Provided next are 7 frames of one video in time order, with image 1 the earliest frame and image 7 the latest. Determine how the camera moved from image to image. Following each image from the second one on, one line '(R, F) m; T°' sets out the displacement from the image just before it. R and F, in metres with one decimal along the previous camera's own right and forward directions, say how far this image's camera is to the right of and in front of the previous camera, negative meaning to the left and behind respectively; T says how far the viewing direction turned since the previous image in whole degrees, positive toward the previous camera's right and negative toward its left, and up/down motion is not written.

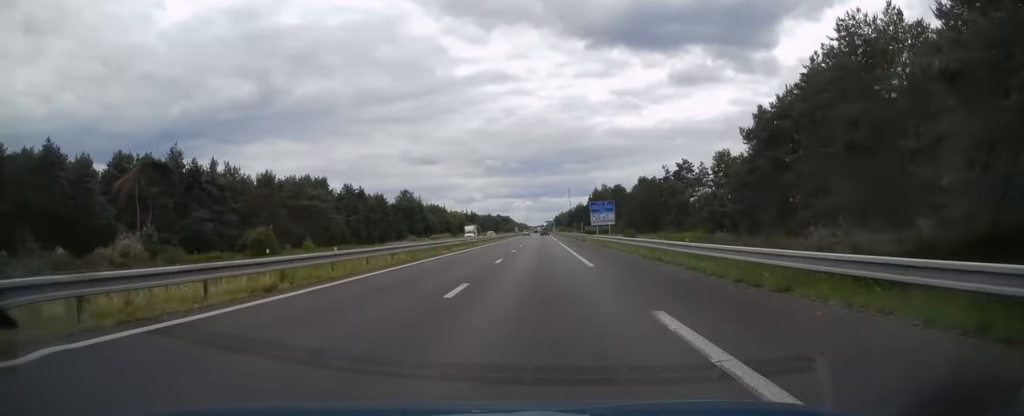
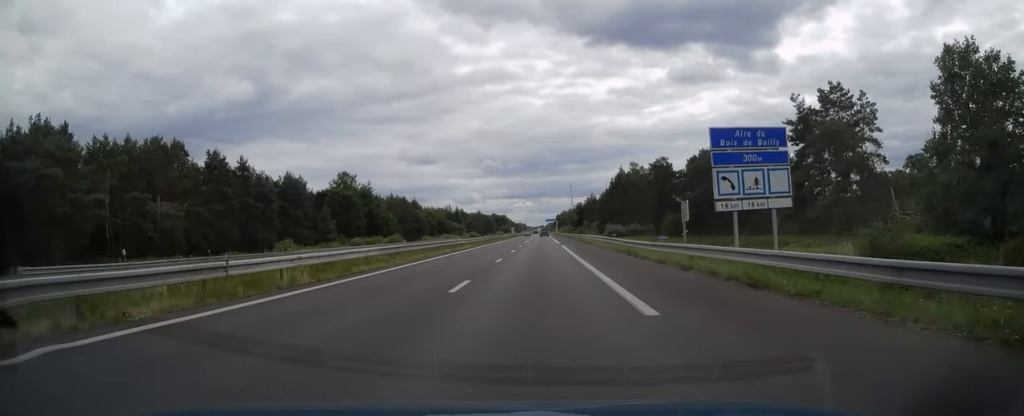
(-0.1, +63.9) m; 0°
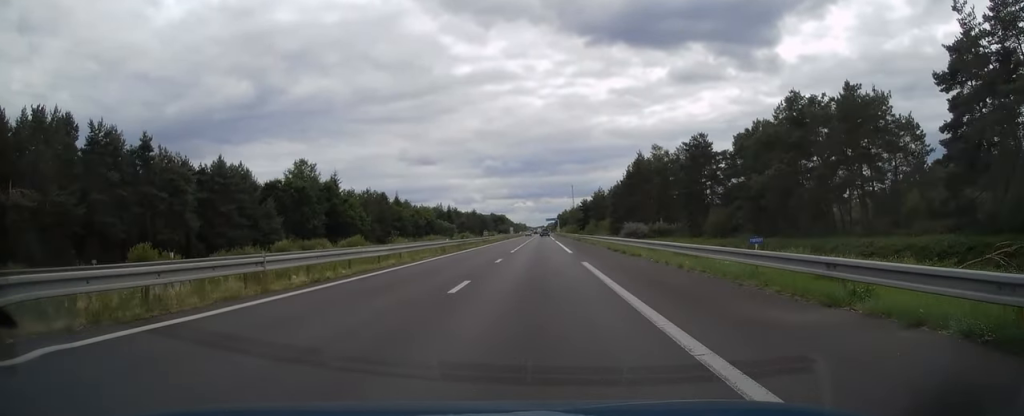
(+0.2, +26.0) m; 0°
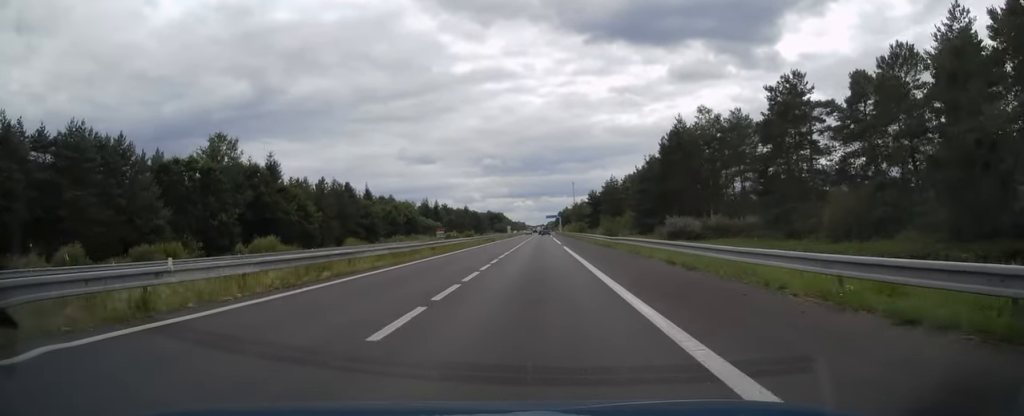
(0.0, +31.9) m; 0°
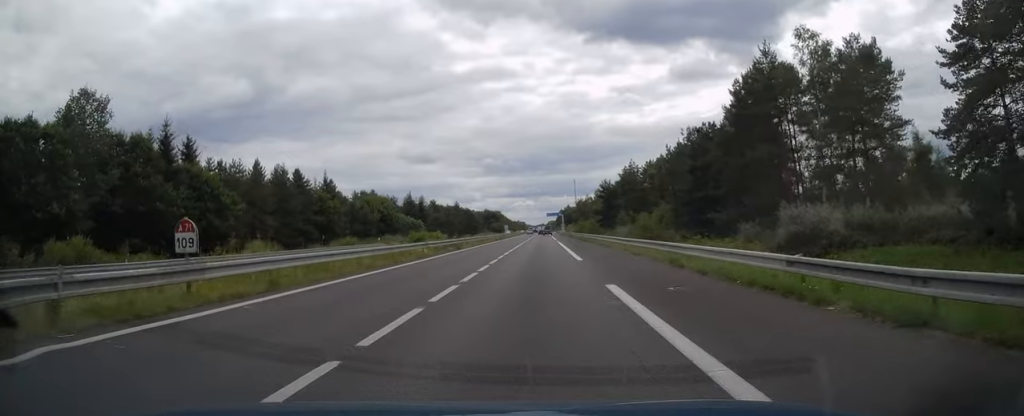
(-0.2, +30.5) m; 0°
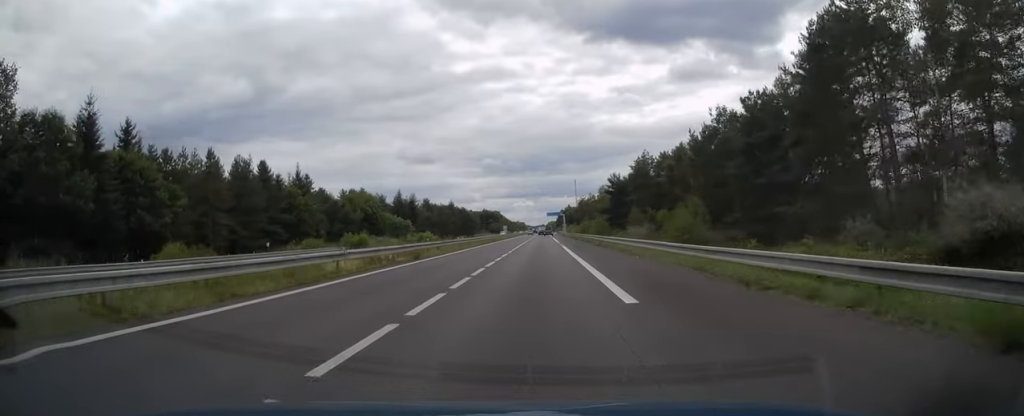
(+0.1, +14.8) m; 0°
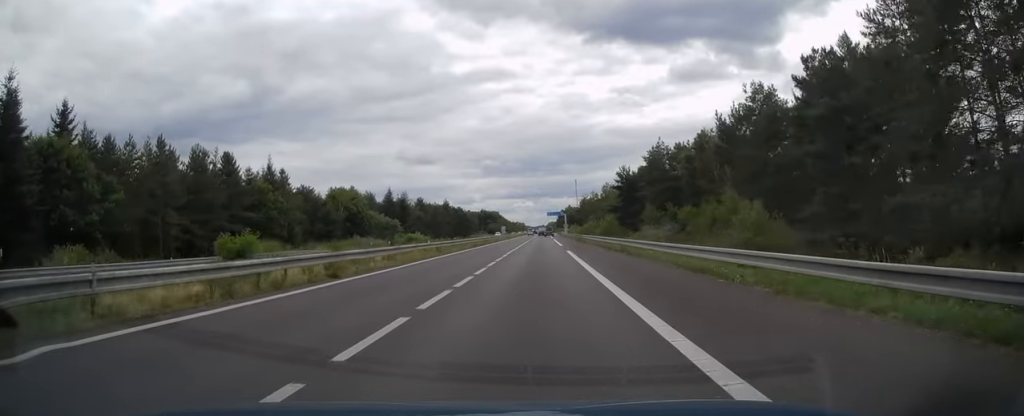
(0.0, +12.3) m; 0°
